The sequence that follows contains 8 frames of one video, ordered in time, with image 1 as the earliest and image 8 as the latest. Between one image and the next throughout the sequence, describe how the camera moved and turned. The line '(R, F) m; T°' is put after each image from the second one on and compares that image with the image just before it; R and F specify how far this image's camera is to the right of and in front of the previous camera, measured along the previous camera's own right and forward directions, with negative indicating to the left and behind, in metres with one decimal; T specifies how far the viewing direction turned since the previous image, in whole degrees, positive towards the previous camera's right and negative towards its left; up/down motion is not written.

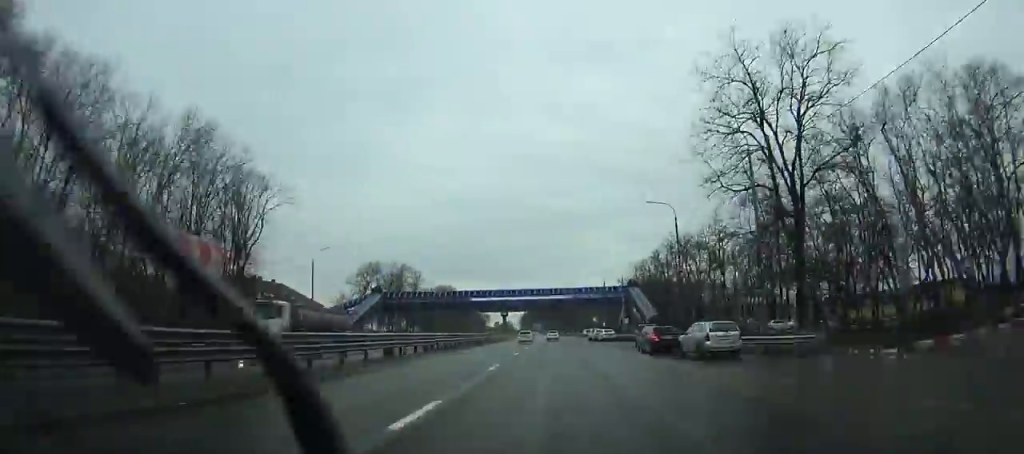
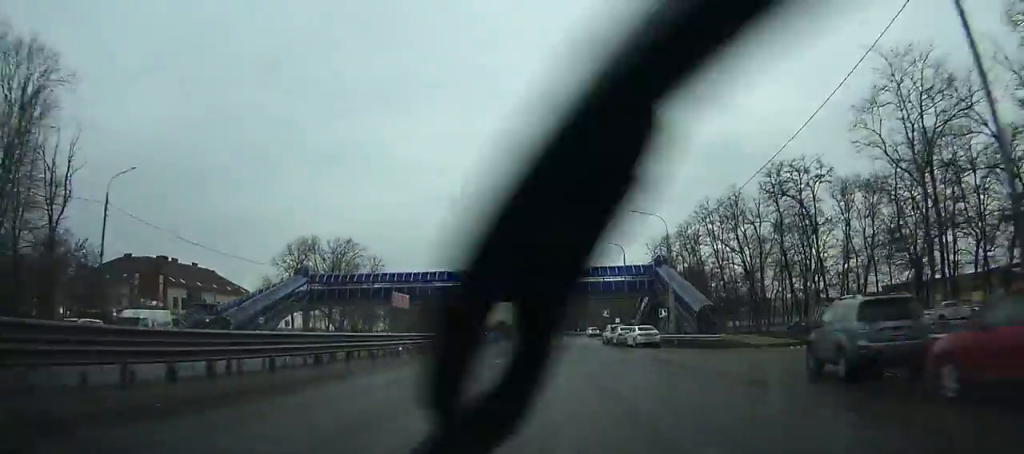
(+0.1, +32.1) m; 0°
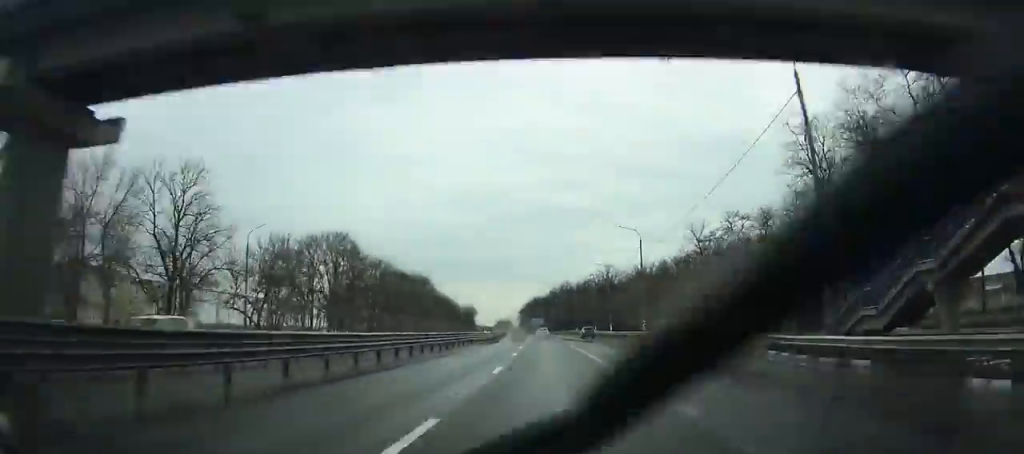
(-0.2, +66.3) m; -1°
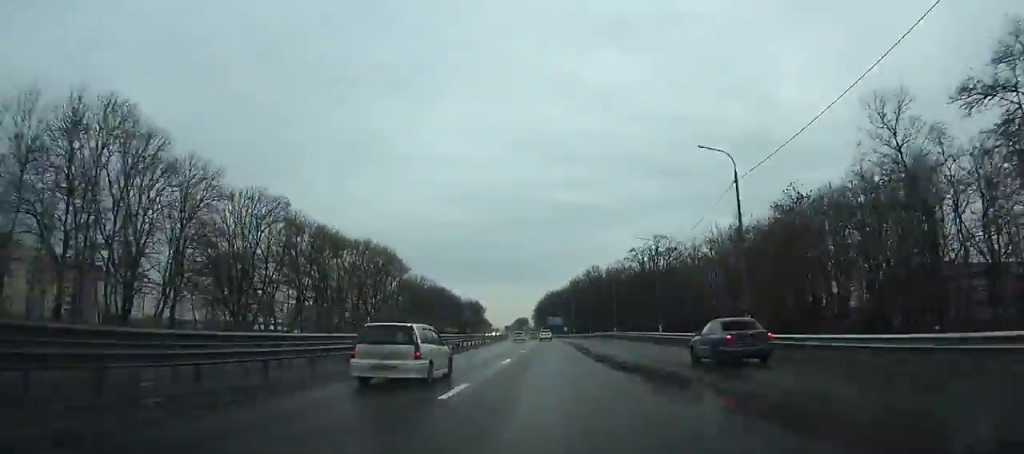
(-0.5, +55.2) m; -1°
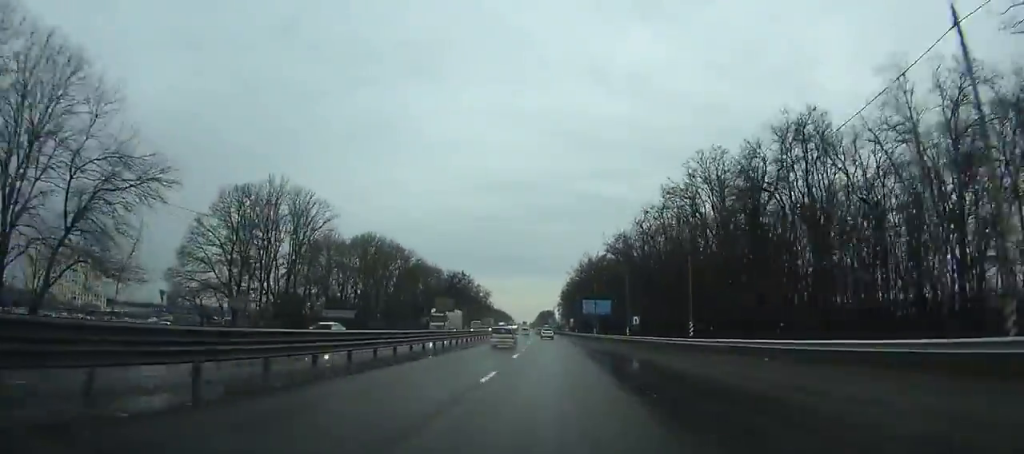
(-2.0, +106.6) m; -2°
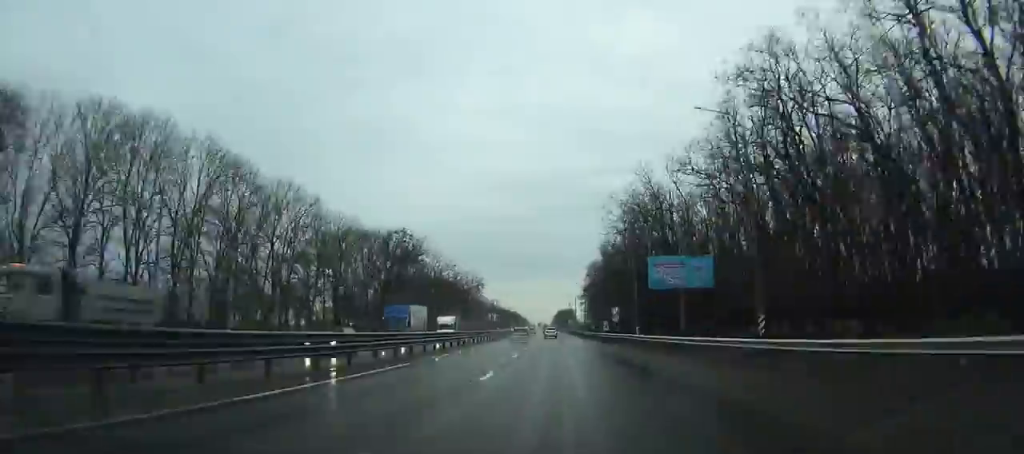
(-0.9, +72.7) m; -1°
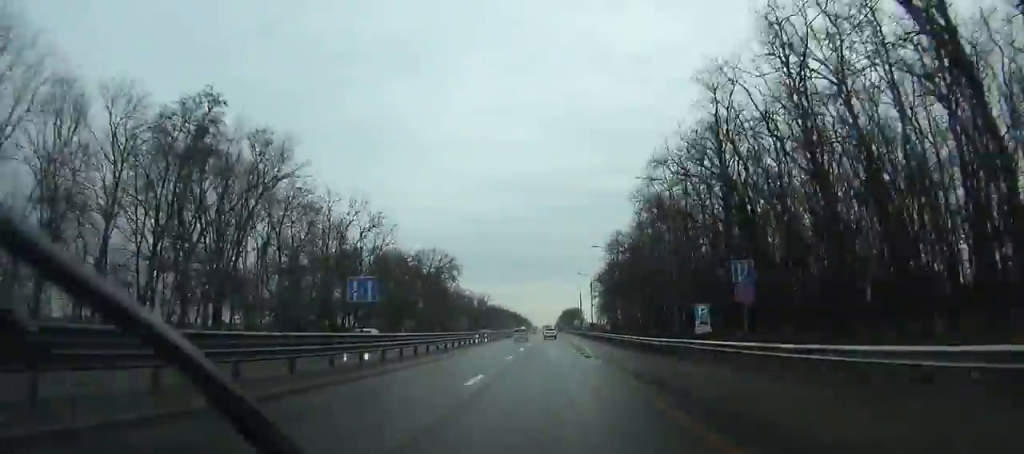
(-0.4, +49.6) m; -1°
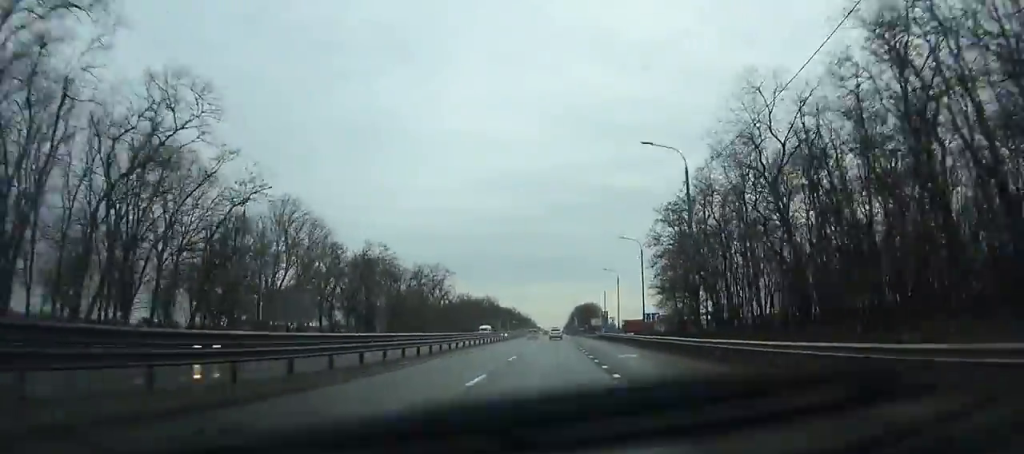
(-0.7, +97.2) m; -1°
